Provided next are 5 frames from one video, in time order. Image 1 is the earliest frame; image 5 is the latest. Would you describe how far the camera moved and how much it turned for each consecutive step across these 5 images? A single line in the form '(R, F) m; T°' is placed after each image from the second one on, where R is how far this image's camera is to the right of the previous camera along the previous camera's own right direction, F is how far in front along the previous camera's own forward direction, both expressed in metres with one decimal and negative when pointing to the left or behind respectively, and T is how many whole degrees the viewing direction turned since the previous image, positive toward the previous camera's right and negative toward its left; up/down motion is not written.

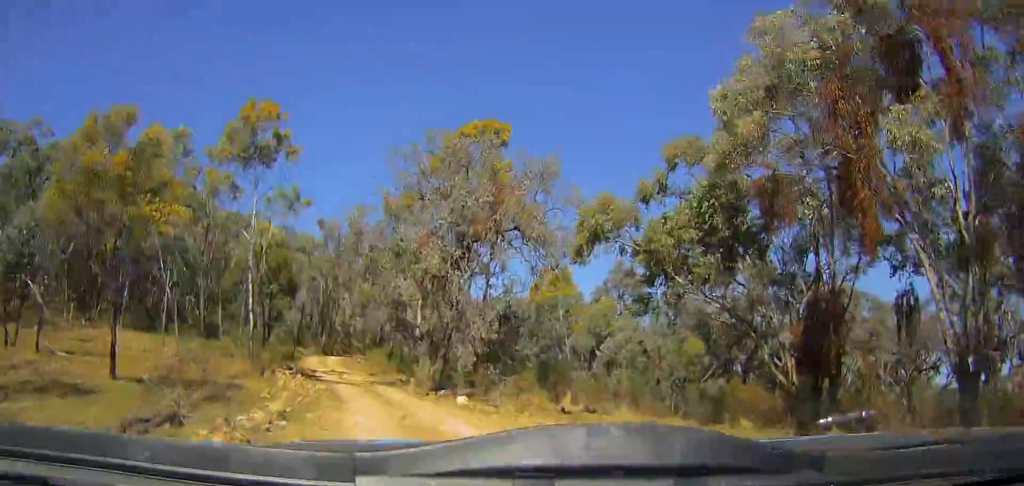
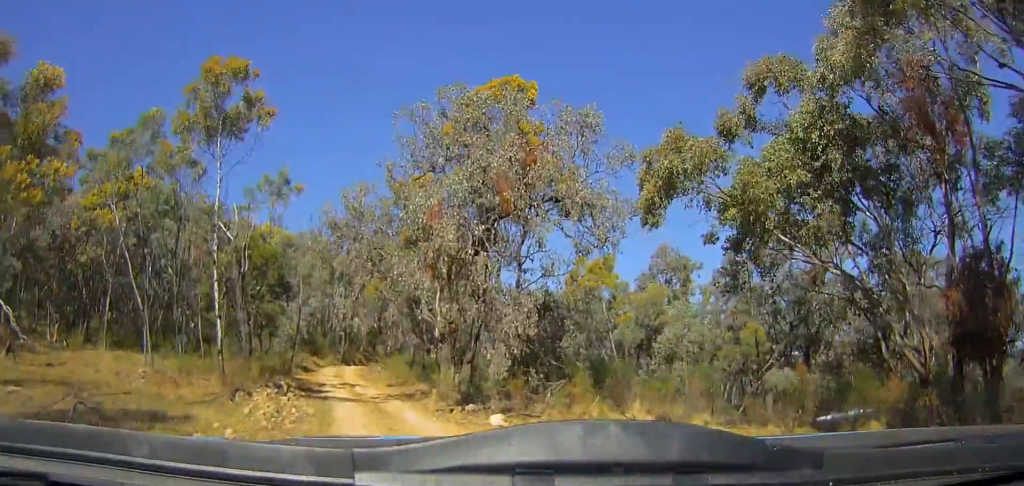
(0.0, +5.6) m; -2°
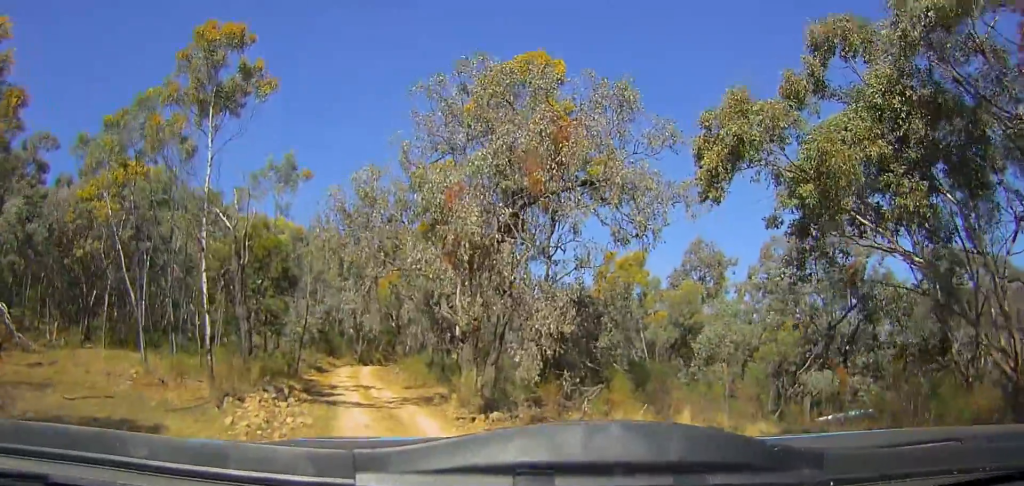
(-0.1, +2.4) m; -2°
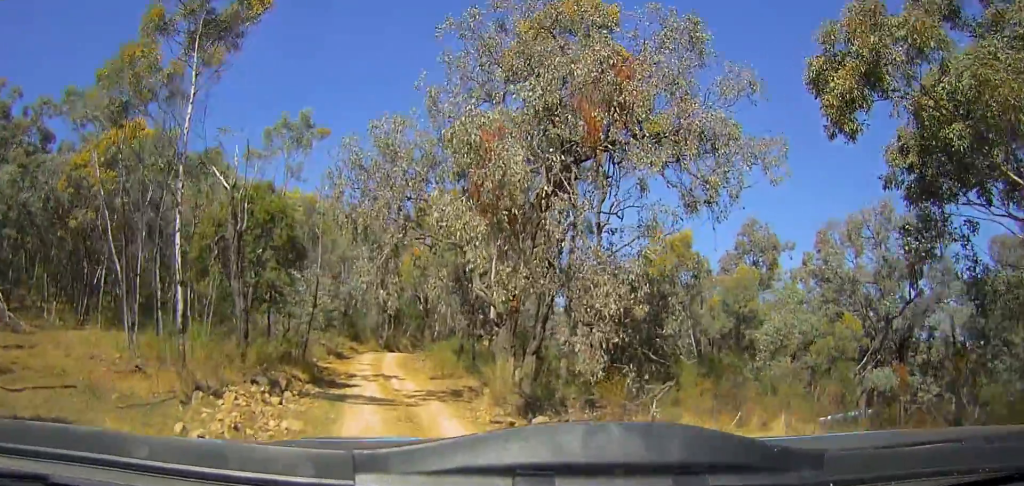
(-0.1, +3.3) m; -3°
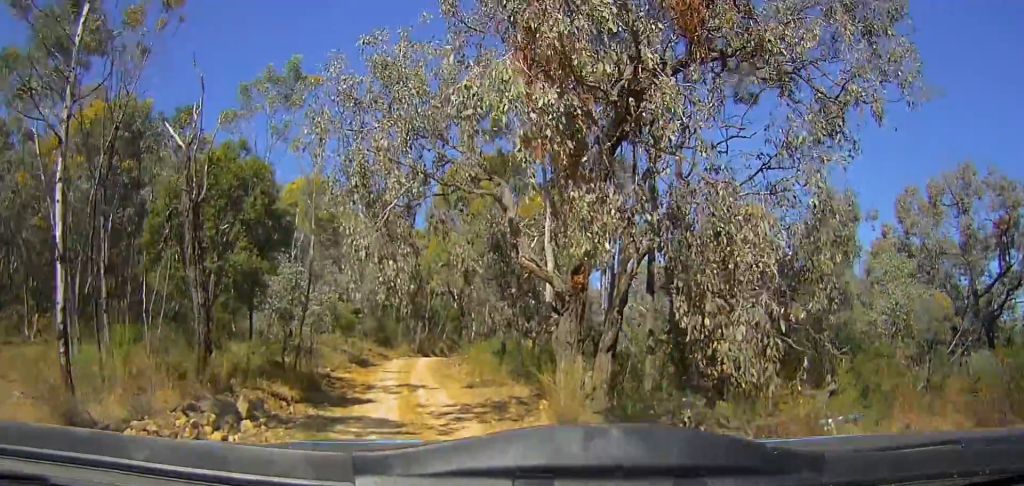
(-0.2, +5.1) m; -7°
